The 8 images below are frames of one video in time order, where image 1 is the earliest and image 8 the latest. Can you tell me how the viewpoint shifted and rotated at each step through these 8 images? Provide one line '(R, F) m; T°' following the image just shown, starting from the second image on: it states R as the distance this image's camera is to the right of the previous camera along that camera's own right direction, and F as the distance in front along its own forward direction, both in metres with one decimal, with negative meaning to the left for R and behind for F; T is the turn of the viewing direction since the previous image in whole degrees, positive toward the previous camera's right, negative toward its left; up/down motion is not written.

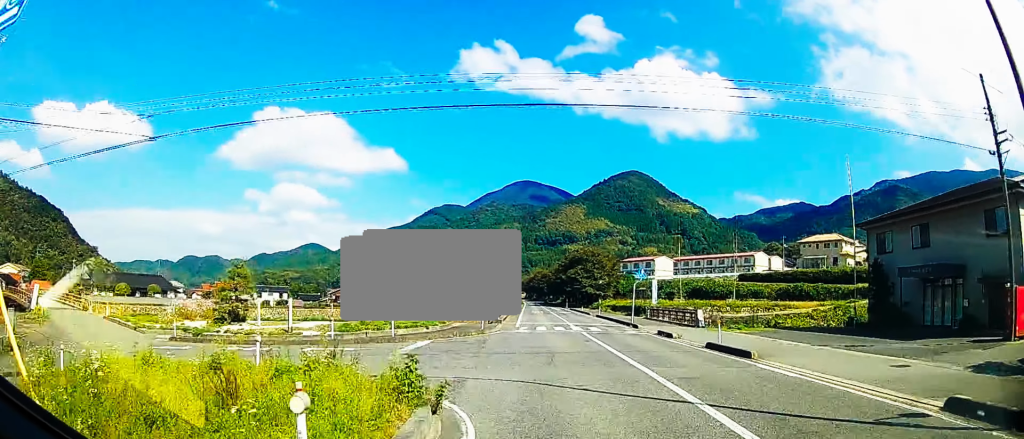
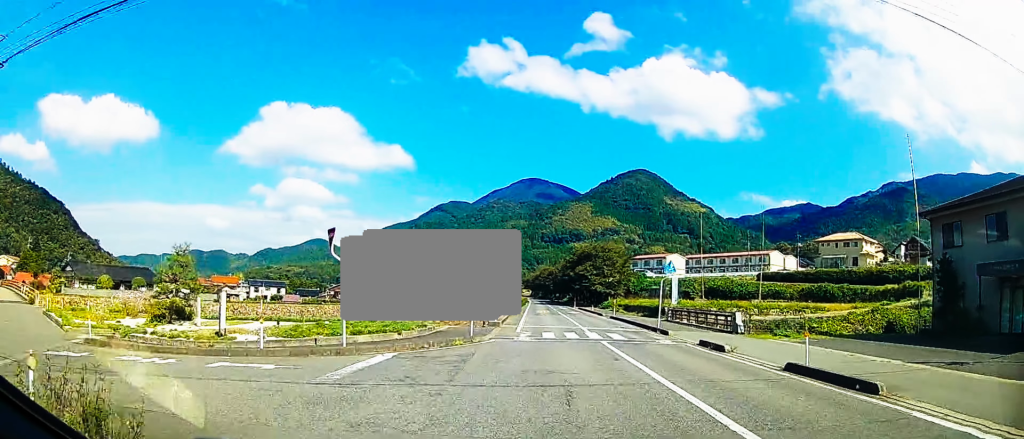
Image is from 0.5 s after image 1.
(0.0, +5.4) m; -1°
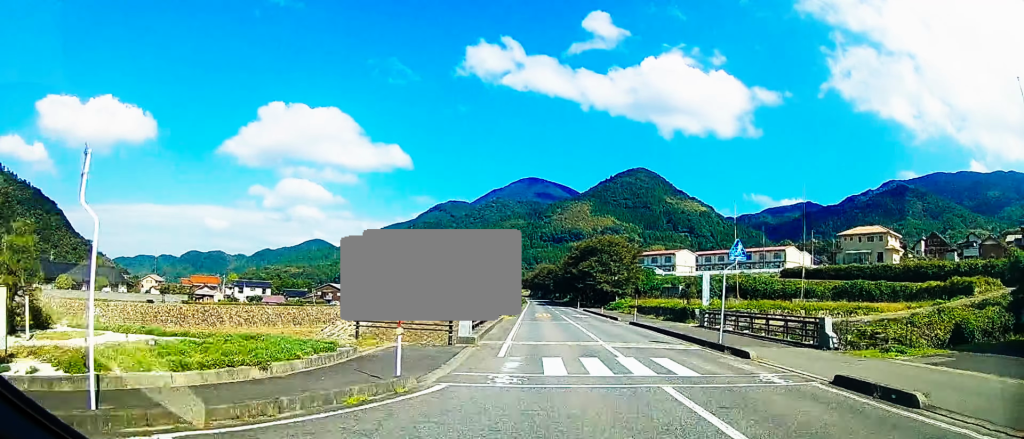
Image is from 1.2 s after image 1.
(-0.1, +9.6) m; -1°
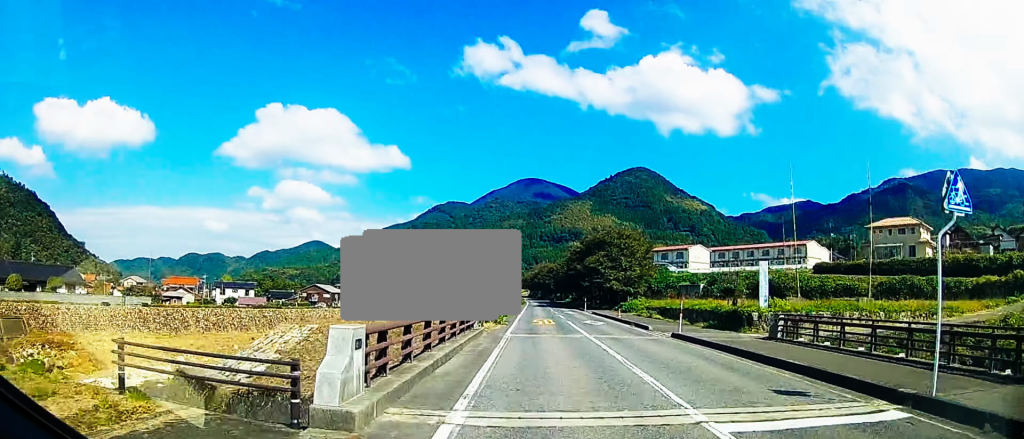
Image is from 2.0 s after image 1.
(-0.1, +10.2) m; -2°
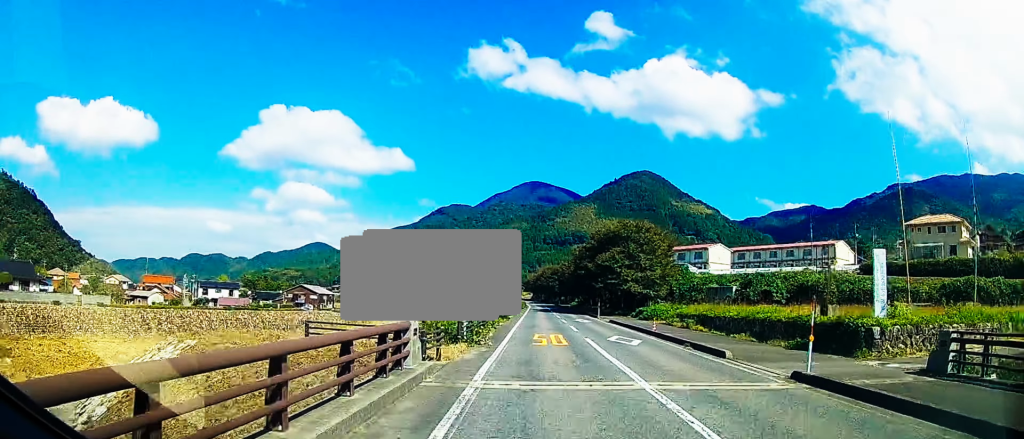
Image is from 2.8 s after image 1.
(-0.2, +10.7) m; -1°
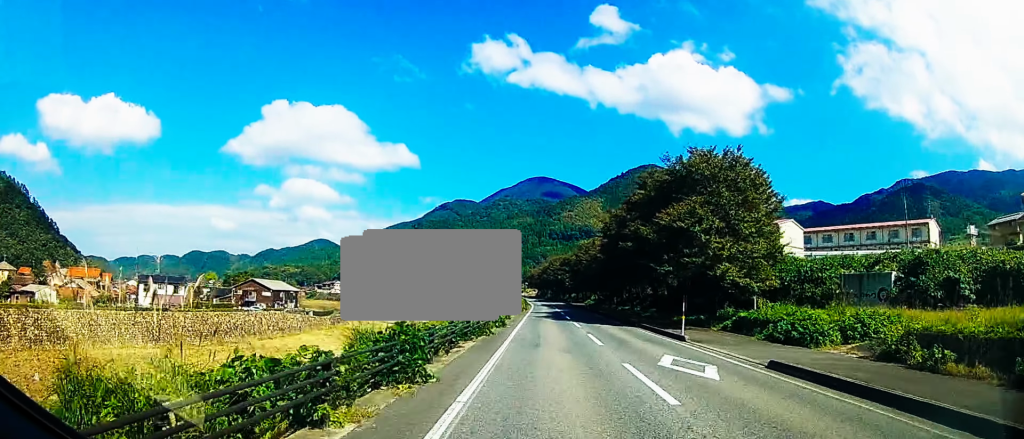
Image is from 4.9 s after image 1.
(+0.1, +29.3) m; 0°
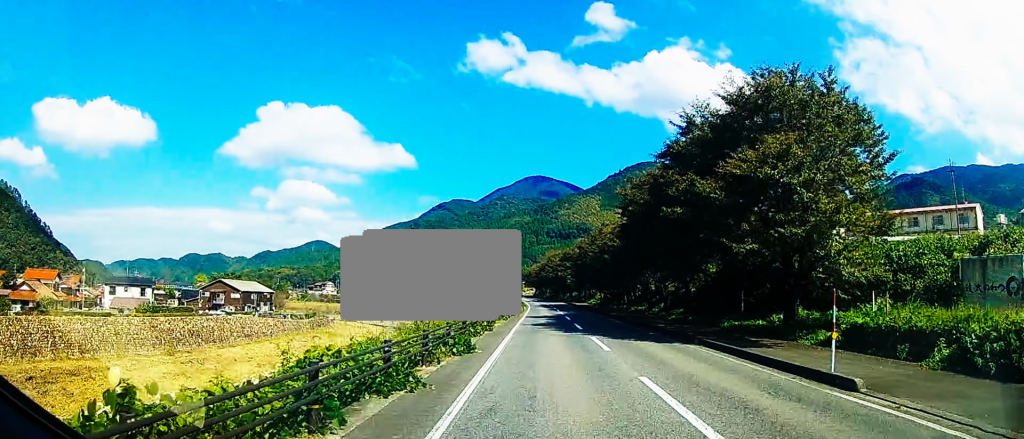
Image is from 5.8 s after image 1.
(-0.2, +13.9) m; -1°
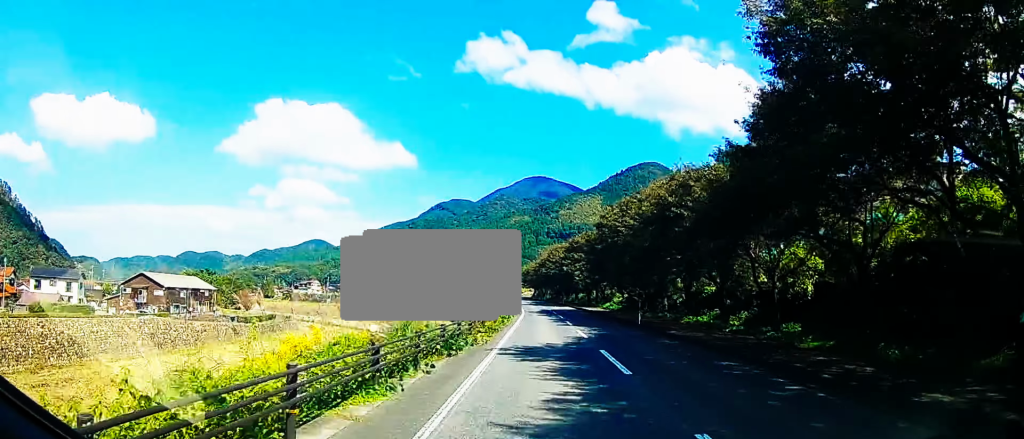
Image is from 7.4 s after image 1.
(-0.1, +26.6) m; 0°
